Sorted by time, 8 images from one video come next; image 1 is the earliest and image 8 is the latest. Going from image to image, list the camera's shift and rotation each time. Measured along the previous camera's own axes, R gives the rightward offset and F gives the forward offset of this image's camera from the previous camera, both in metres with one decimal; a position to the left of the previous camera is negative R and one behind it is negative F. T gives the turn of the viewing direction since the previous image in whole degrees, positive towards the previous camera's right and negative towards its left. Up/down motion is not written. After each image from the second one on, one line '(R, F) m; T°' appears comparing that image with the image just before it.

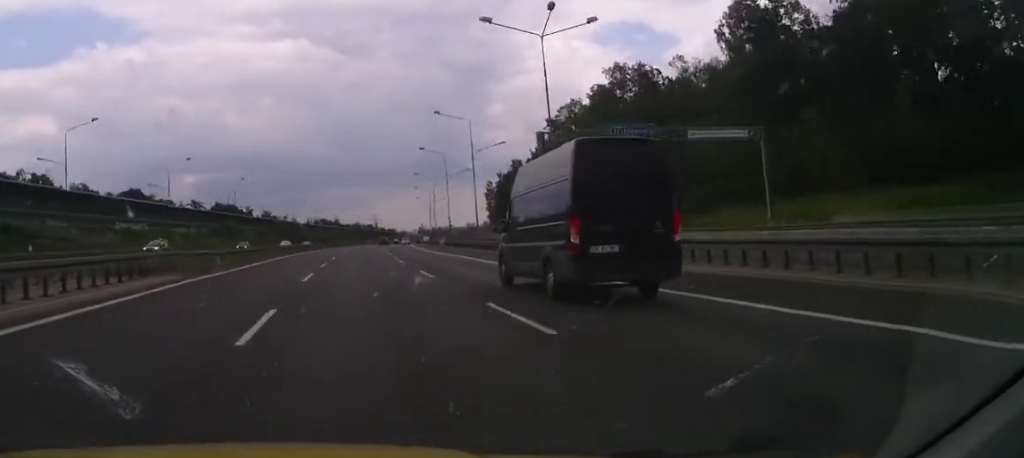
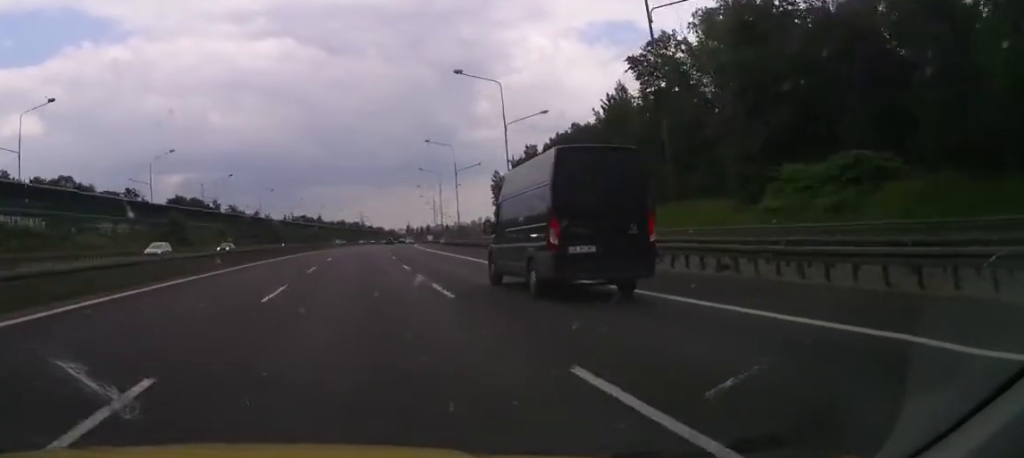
(+0.4, +41.9) m; +1°
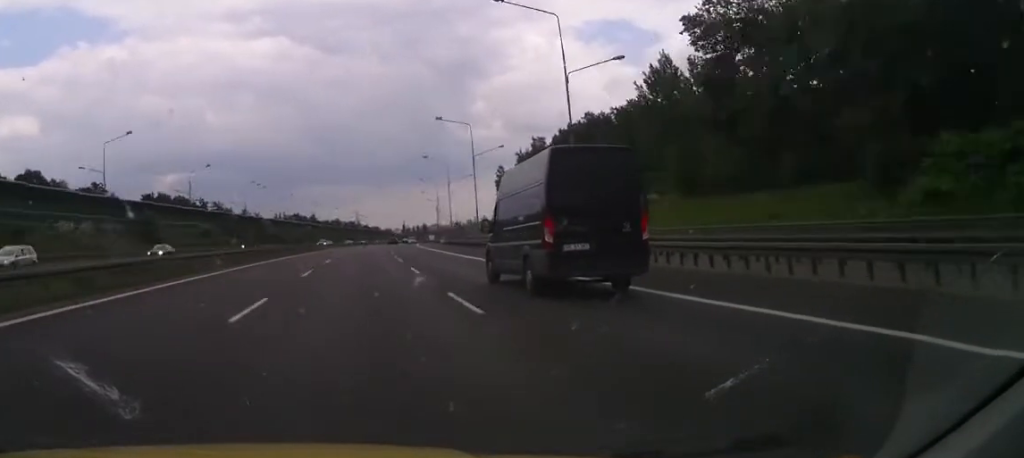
(+0.2, +15.5) m; 0°
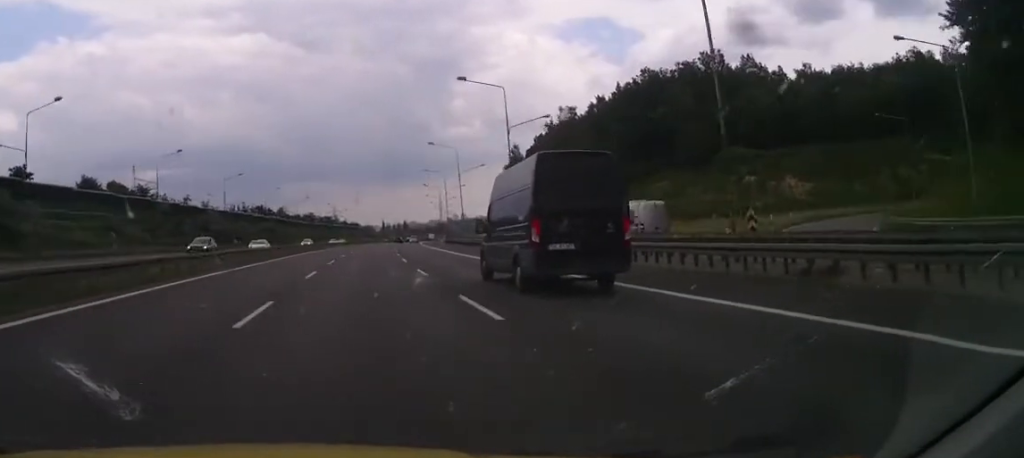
(+0.6, +48.7) m; +2°
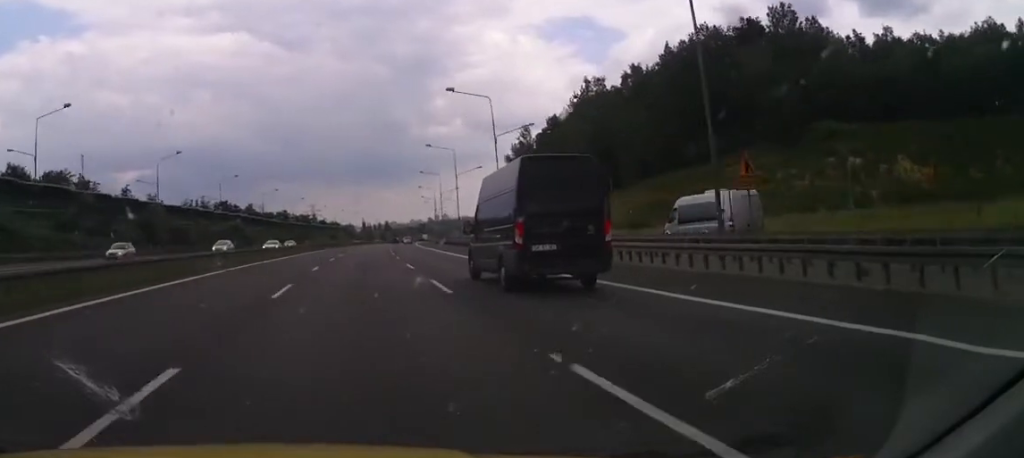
(+0.8, +31.0) m; +1°
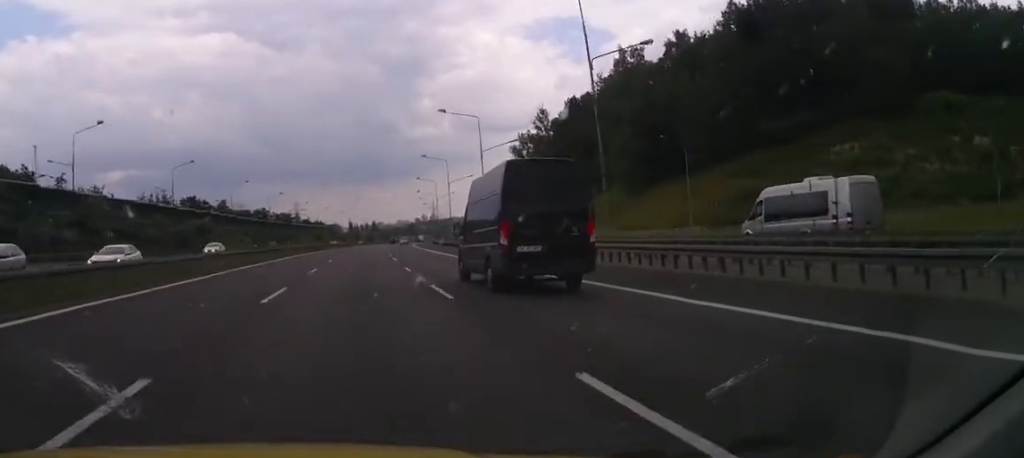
(0.0, +24.5) m; 0°
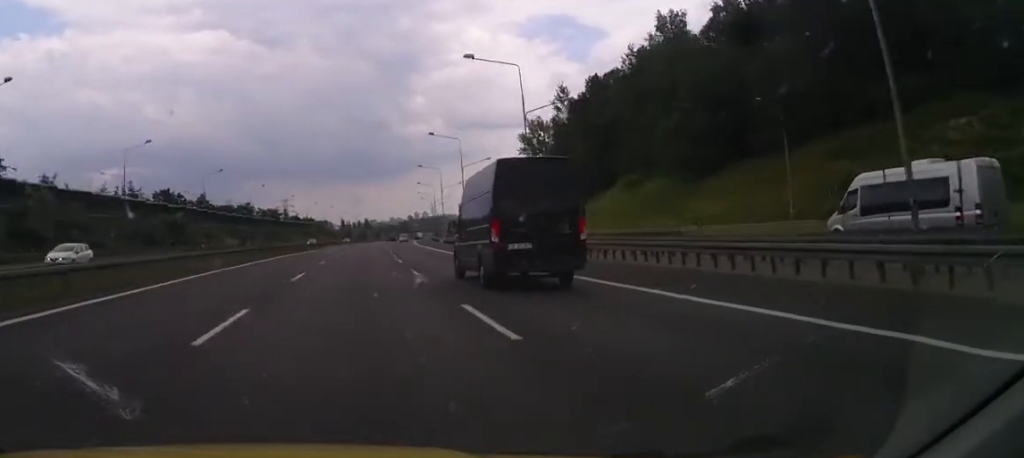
(-0.3, +17.8) m; 0°
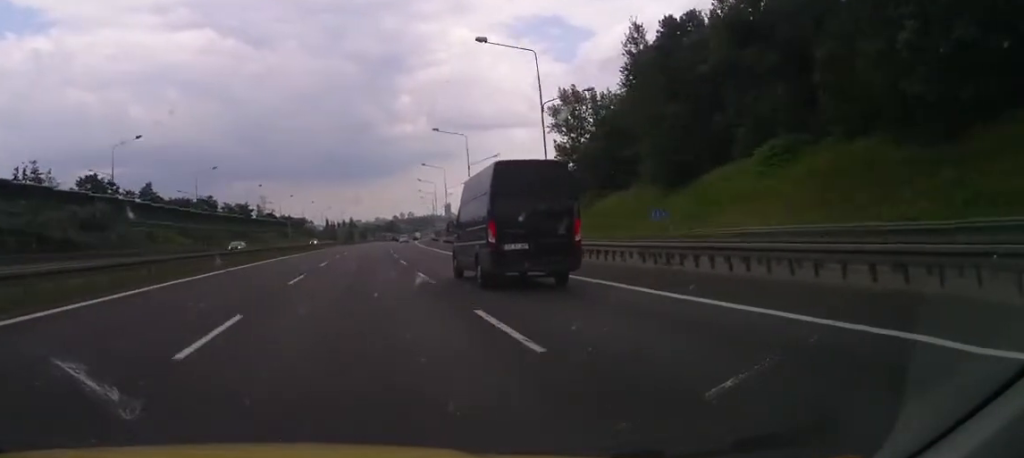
(+0.8, +36.9) m; +3°
